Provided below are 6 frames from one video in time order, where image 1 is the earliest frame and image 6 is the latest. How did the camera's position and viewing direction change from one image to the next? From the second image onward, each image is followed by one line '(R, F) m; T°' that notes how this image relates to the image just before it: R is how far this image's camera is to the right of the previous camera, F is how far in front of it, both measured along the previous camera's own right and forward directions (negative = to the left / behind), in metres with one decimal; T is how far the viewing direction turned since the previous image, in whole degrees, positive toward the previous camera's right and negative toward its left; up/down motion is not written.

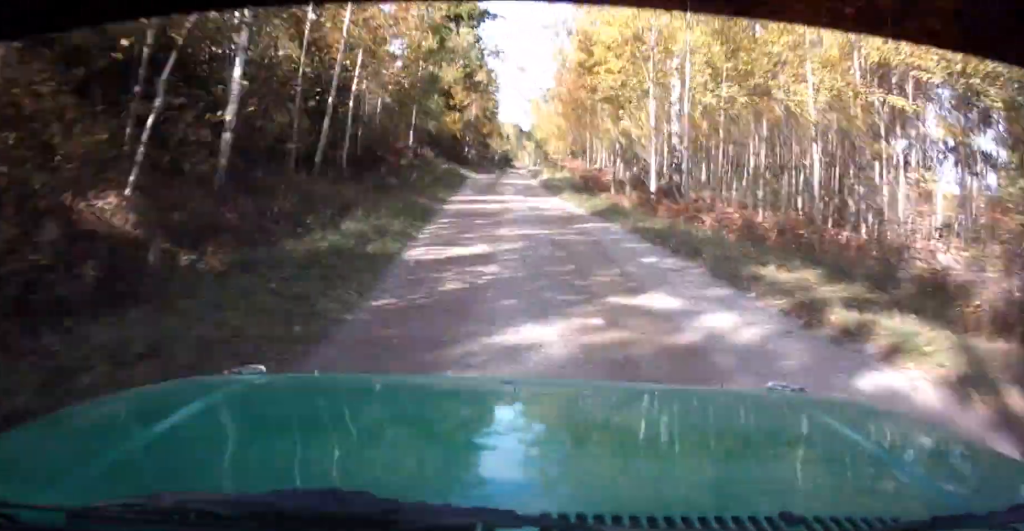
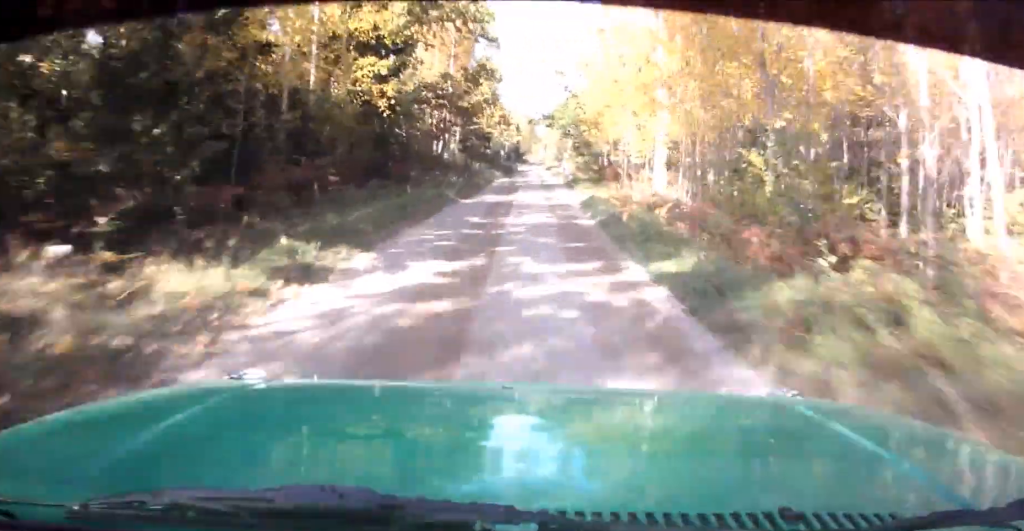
(-1.5, +42.4) m; -2°
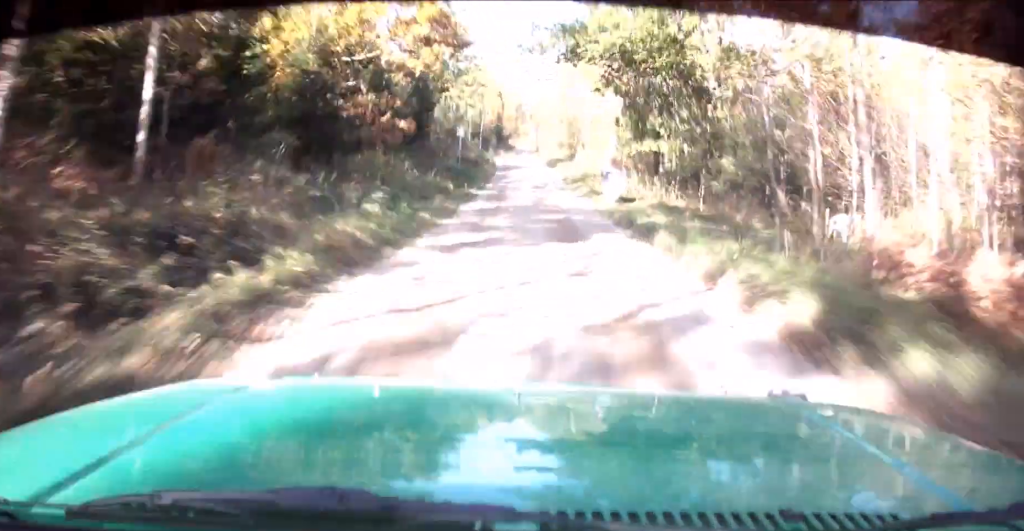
(+0.4, +46.0) m; +1°
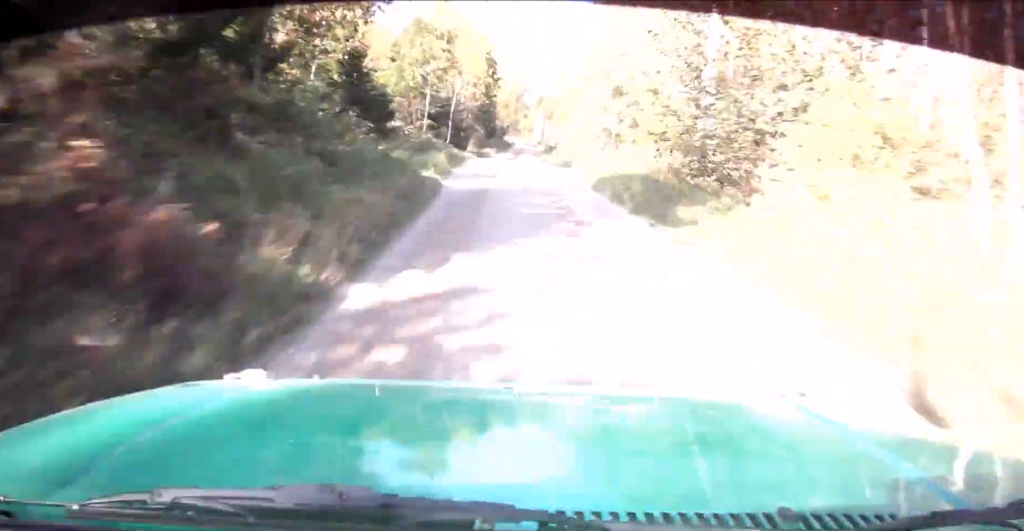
(-0.1, +42.5) m; 0°
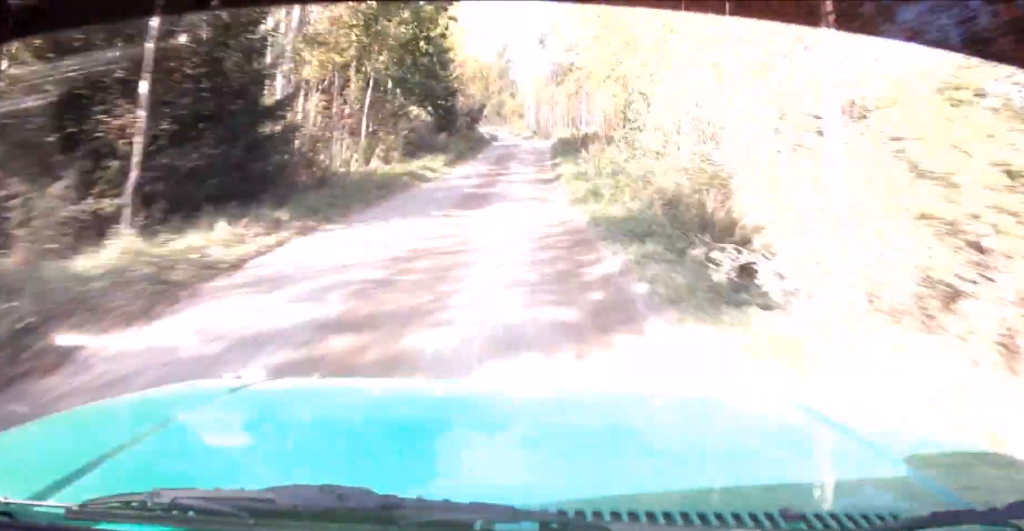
(0.0, +37.0) m; 0°
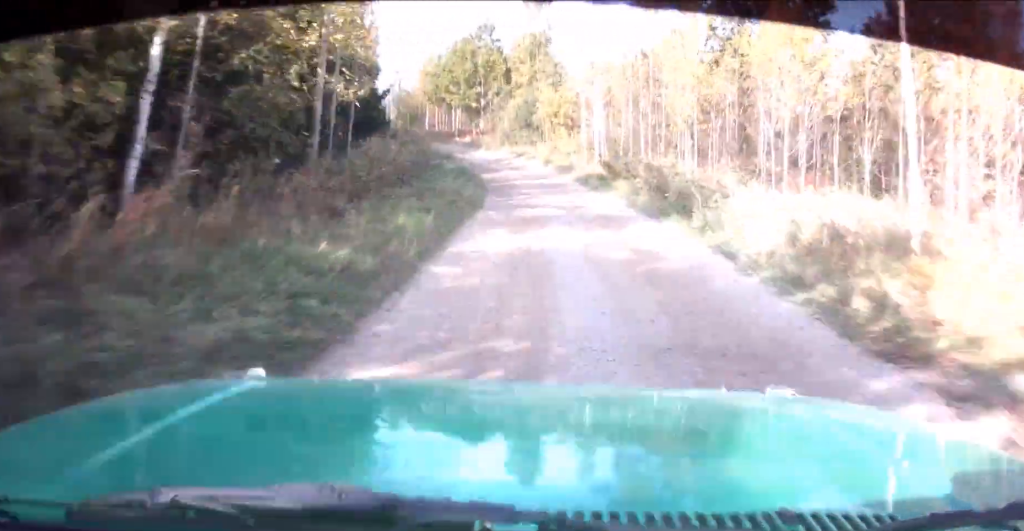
(+0.2, +49.2) m; -5°
